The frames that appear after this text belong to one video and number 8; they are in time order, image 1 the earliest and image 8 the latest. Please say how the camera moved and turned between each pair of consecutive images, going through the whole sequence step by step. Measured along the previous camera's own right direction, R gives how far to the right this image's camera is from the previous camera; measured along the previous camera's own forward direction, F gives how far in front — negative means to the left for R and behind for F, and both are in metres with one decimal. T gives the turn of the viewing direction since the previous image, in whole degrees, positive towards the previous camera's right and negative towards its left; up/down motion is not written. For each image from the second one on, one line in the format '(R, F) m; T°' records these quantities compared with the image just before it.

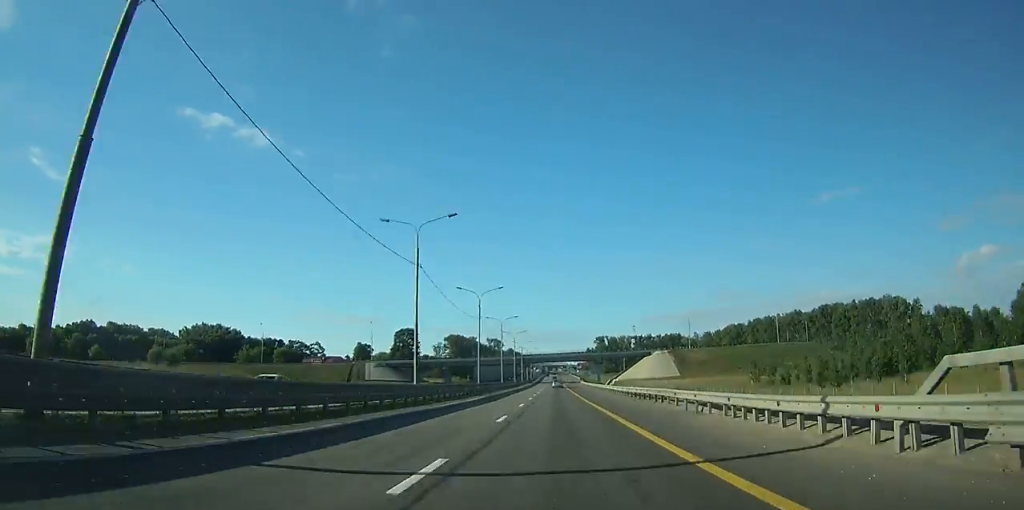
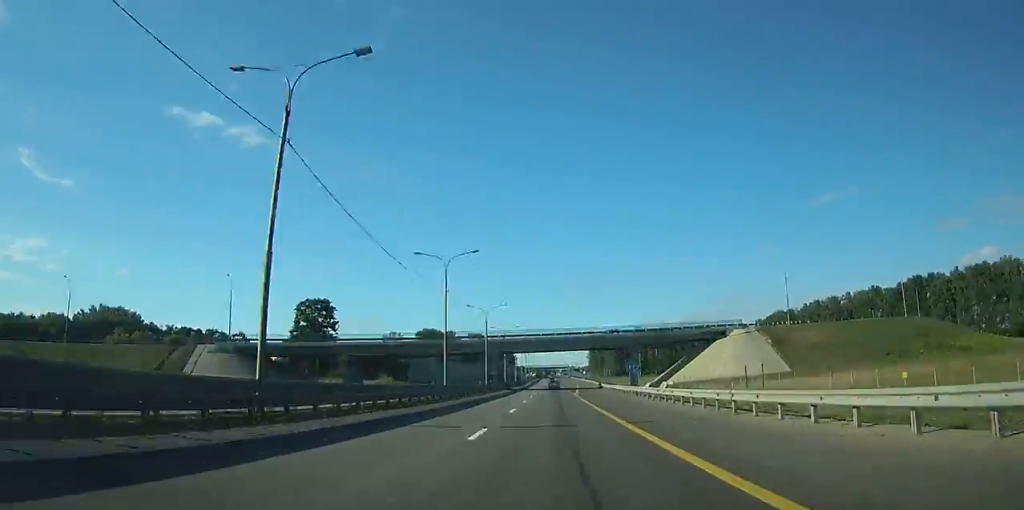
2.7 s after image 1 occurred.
(+0.1, +73.9) m; 0°
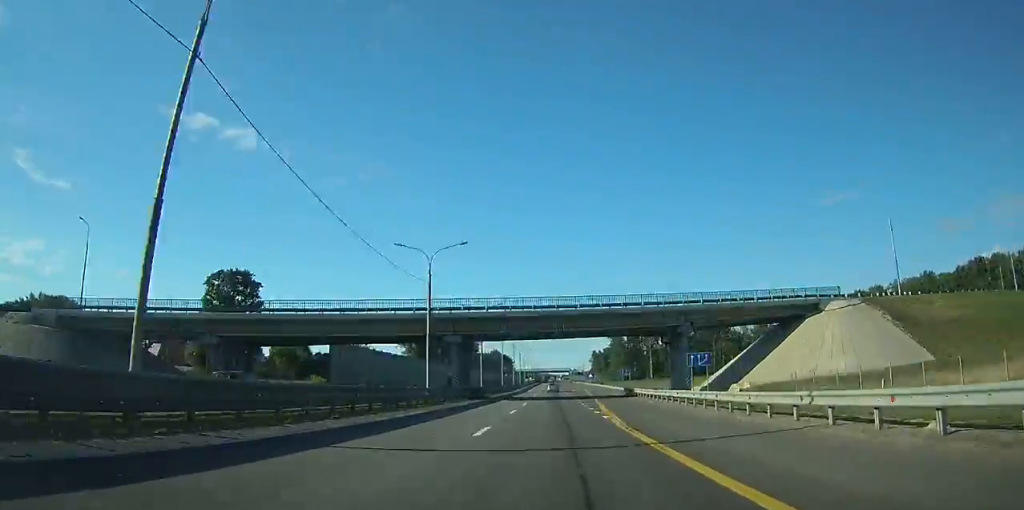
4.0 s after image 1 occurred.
(0.0, +33.9) m; 0°
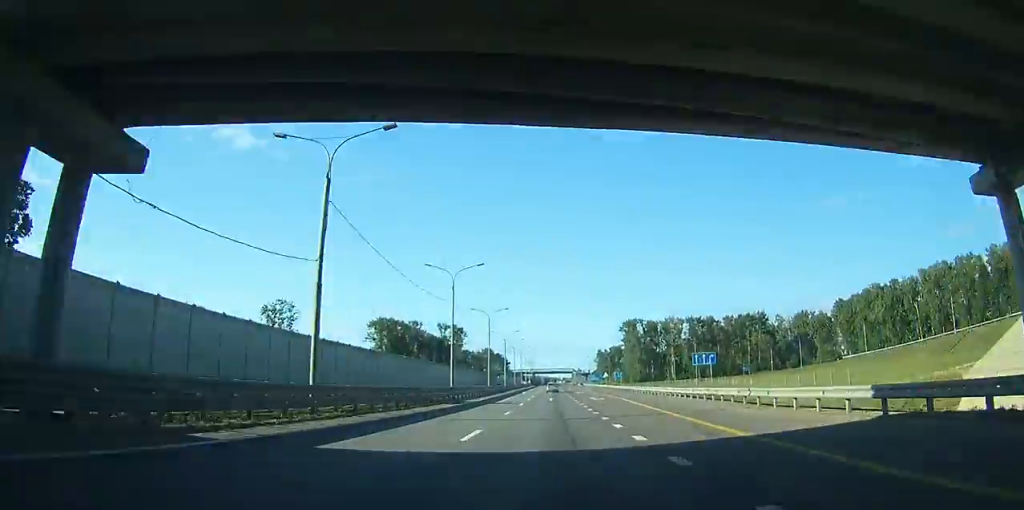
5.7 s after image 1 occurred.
(-0.1, +47.7) m; 0°
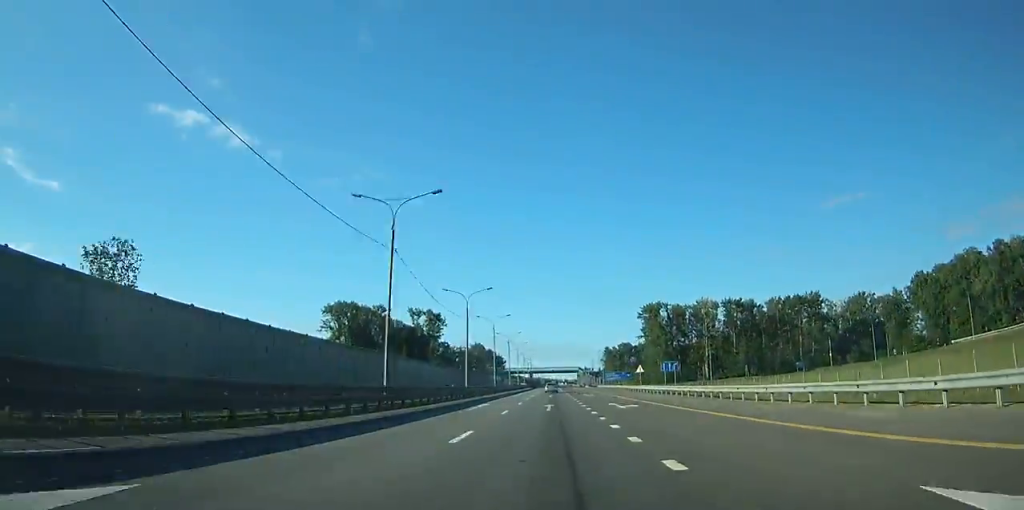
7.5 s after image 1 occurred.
(-0.1, +48.2) m; 0°
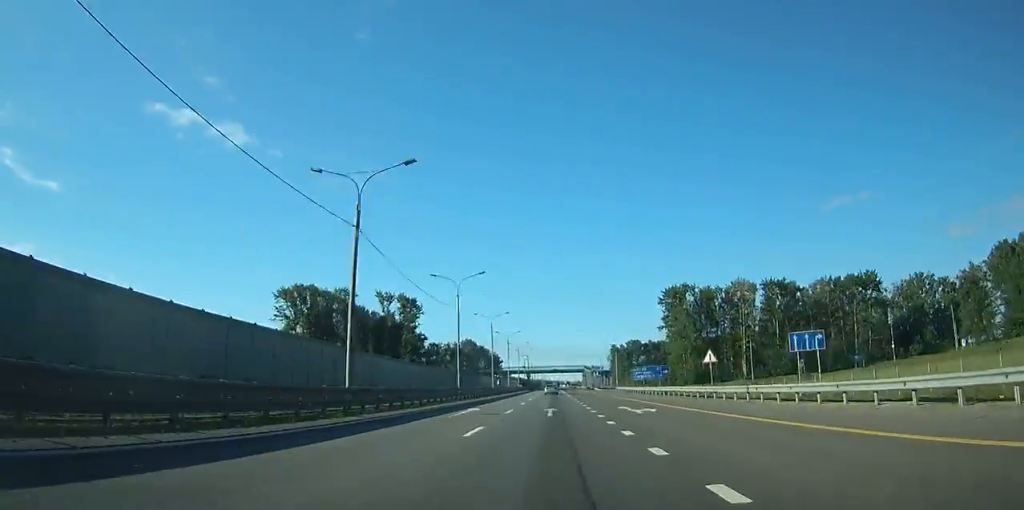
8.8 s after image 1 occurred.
(0.0, +34.2) m; 0°
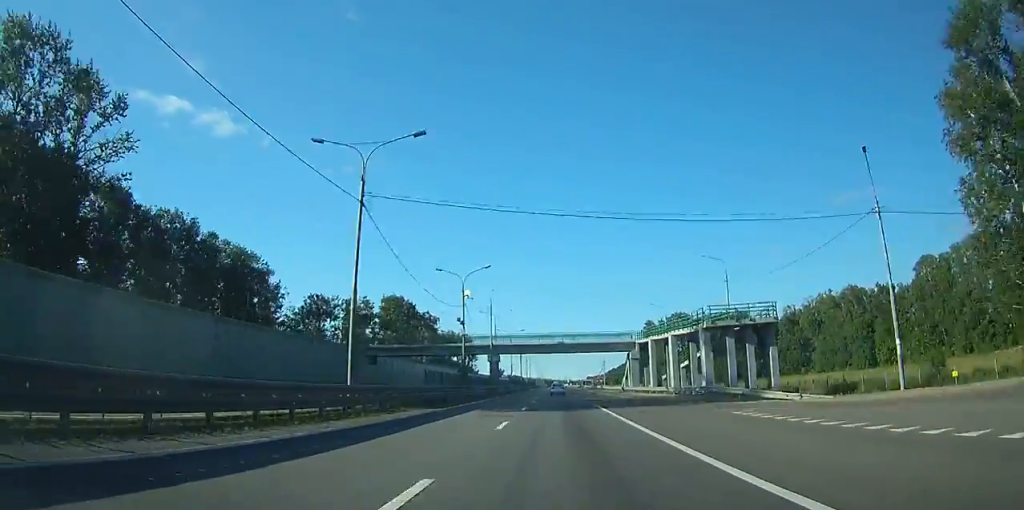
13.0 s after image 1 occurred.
(-0.1, +122.8) m; 0°
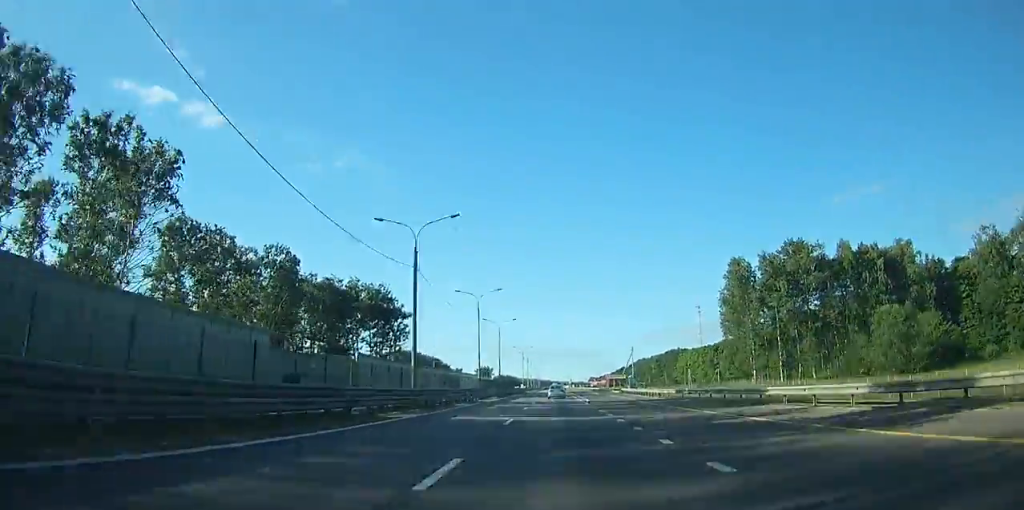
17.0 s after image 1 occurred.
(+0.5, +109.4) m; 0°
